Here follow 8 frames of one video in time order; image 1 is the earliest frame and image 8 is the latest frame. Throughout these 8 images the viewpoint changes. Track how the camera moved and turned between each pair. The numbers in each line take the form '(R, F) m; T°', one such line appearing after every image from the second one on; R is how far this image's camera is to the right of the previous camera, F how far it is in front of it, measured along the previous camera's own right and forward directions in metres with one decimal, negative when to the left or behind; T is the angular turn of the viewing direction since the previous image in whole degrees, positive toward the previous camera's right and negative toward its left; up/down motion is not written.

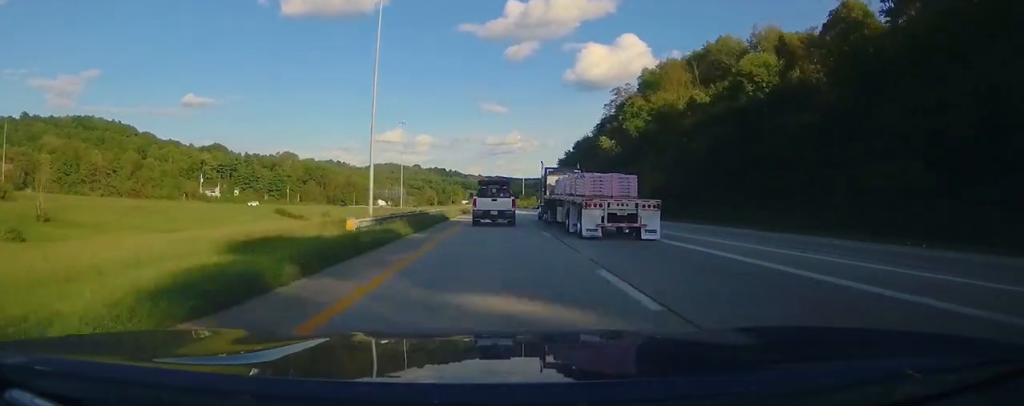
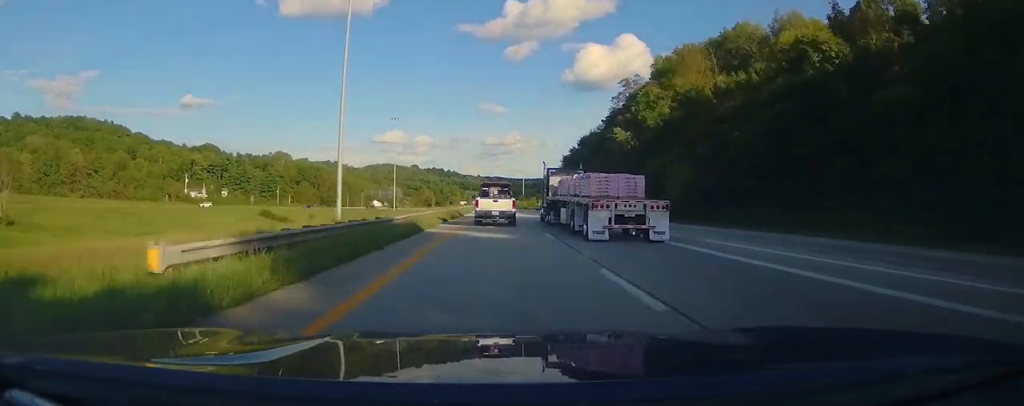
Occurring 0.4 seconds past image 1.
(0.0, +12.4) m; 0°
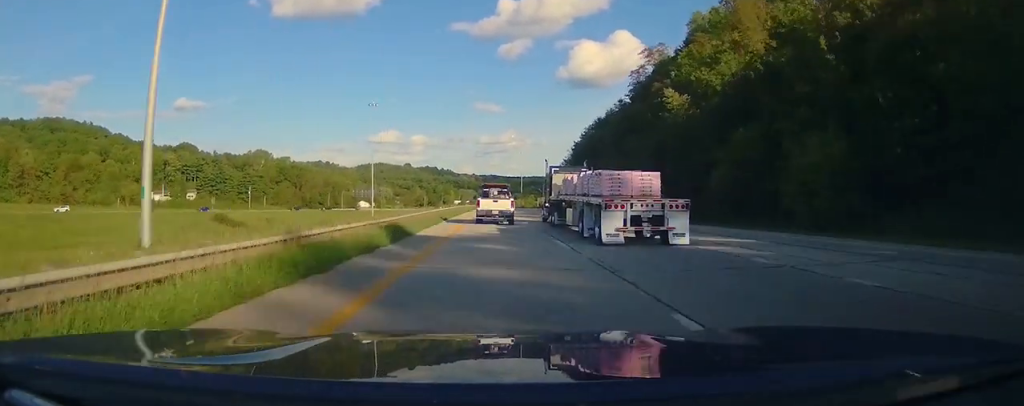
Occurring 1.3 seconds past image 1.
(0.0, +28.2) m; 0°
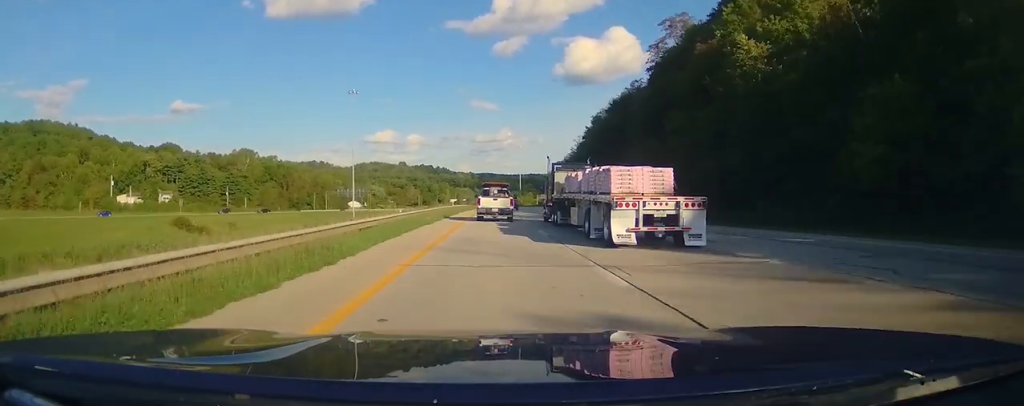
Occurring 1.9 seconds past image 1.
(-0.1, +19.0) m; +1°
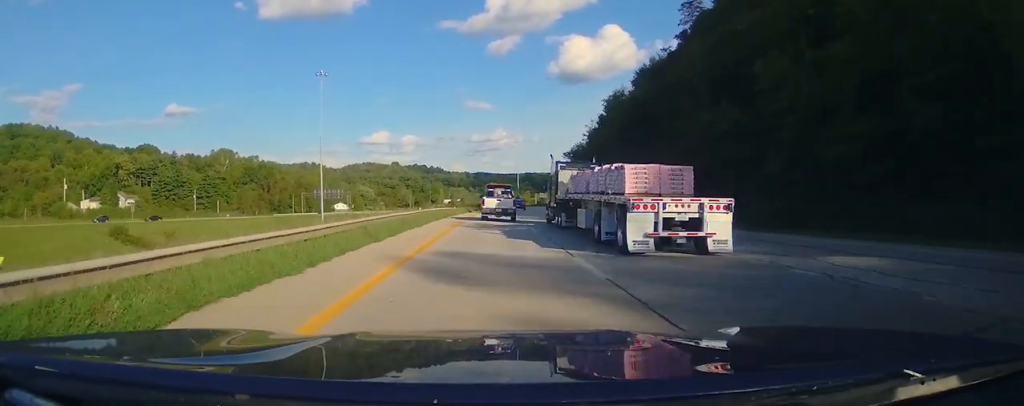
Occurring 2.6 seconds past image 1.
(+0.5, +23.5) m; +1°
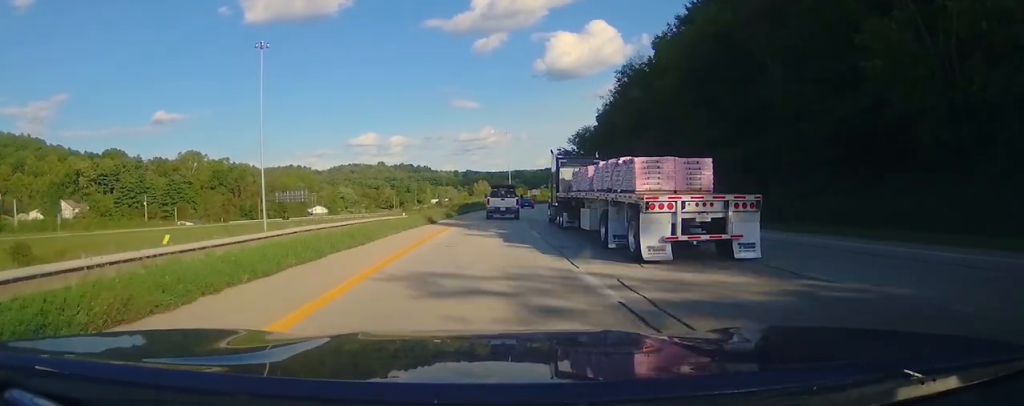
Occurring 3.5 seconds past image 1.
(+0.3, +26.8) m; +1°
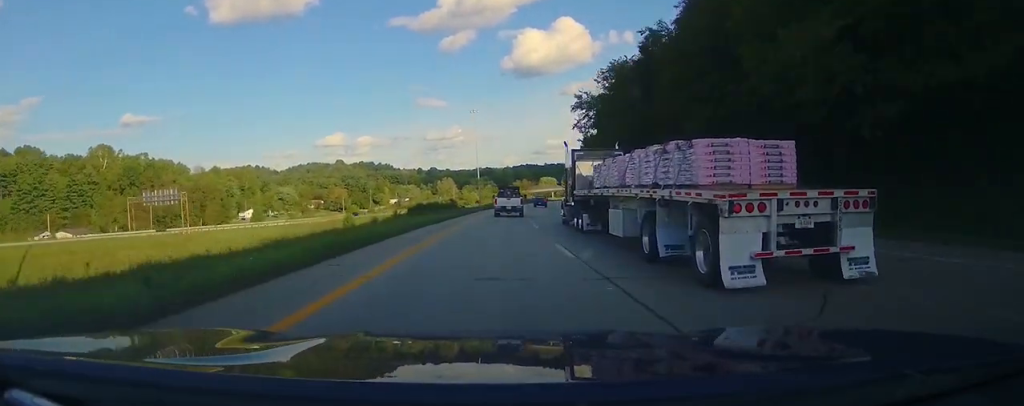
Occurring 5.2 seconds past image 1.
(+1.5, +56.1) m; +5°
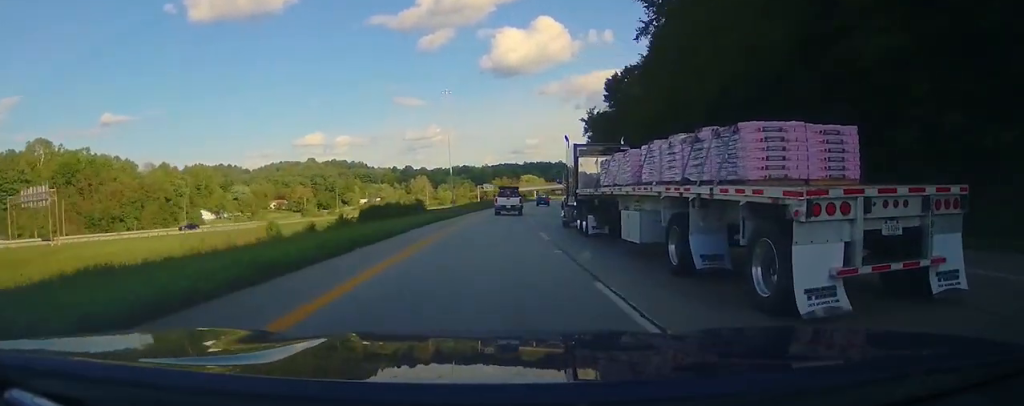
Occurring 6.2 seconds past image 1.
(+0.8, +31.5) m; +3°
